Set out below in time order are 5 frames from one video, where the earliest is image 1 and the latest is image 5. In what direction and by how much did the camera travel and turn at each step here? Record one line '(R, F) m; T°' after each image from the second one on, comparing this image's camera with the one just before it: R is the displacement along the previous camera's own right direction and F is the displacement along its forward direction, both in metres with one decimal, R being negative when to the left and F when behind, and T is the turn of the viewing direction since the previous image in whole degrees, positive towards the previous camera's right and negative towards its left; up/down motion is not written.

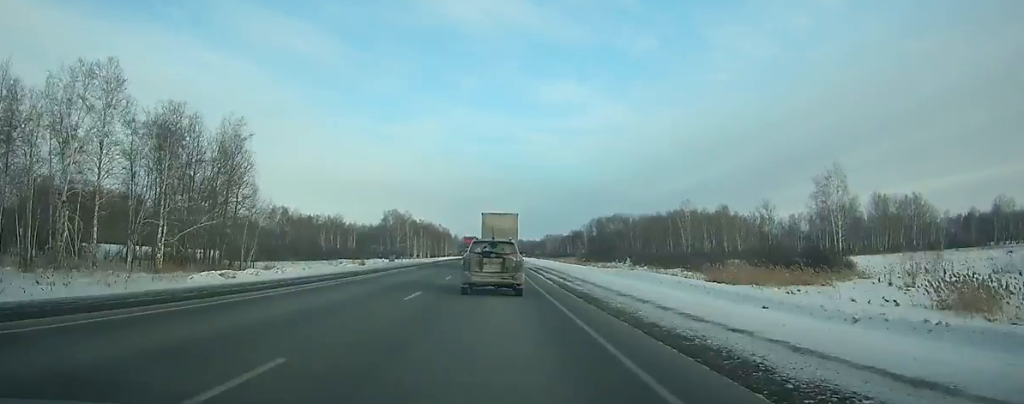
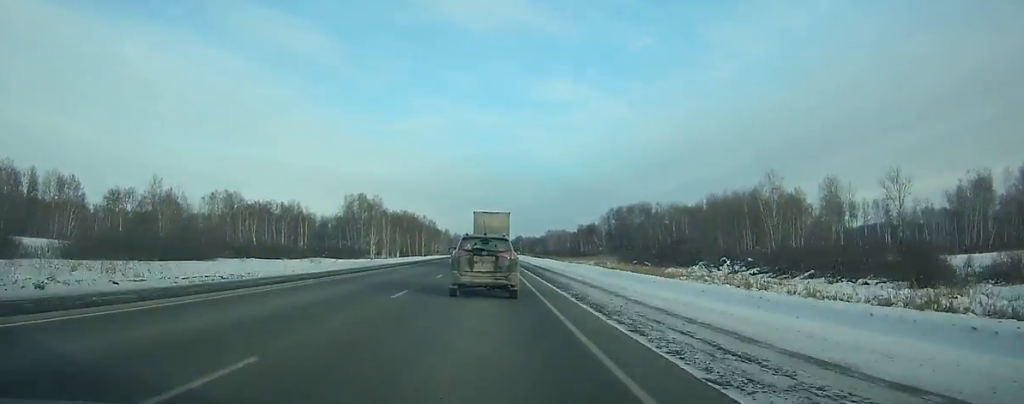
(+0.2, +70.6) m; 0°
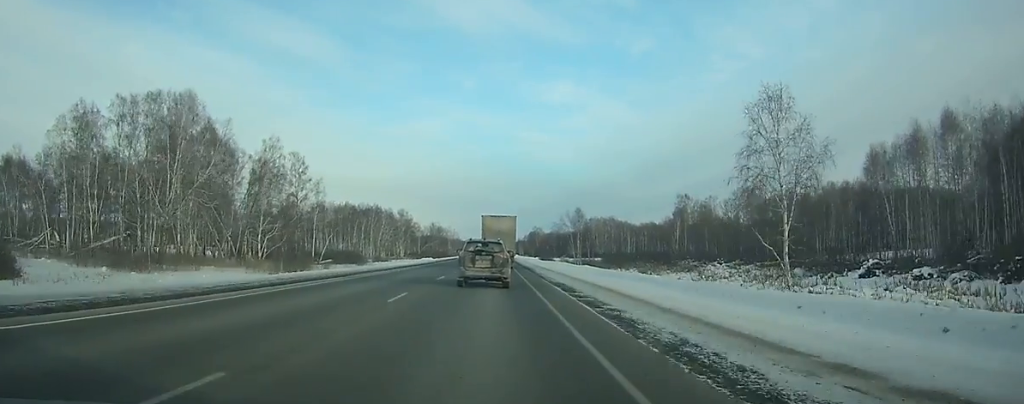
(0.0, +276.2) m; 0°
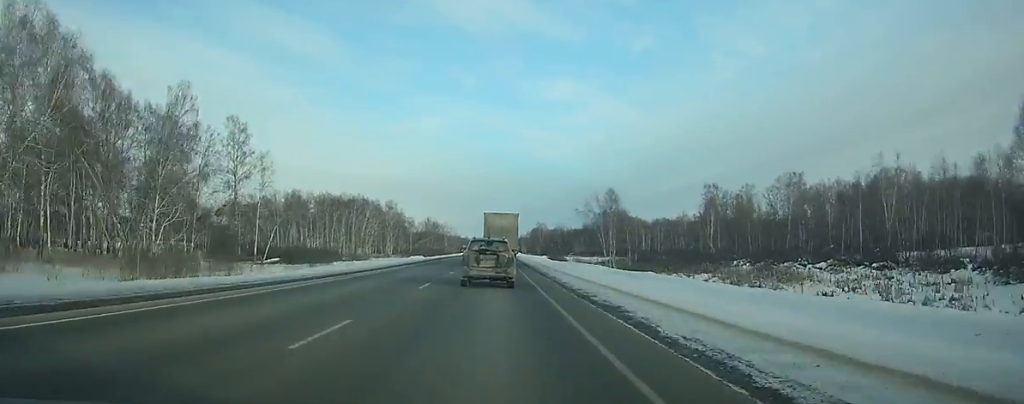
(0.0, +30.9) m; 0°
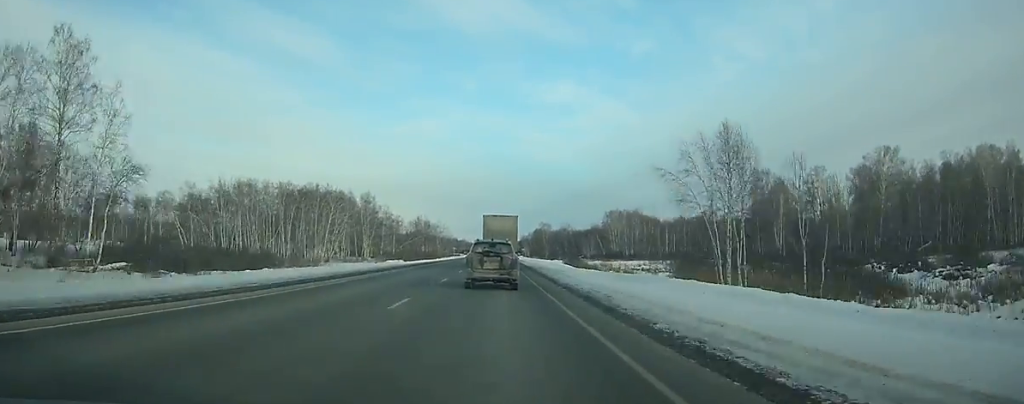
(0.0, +41.2) m; 0°
